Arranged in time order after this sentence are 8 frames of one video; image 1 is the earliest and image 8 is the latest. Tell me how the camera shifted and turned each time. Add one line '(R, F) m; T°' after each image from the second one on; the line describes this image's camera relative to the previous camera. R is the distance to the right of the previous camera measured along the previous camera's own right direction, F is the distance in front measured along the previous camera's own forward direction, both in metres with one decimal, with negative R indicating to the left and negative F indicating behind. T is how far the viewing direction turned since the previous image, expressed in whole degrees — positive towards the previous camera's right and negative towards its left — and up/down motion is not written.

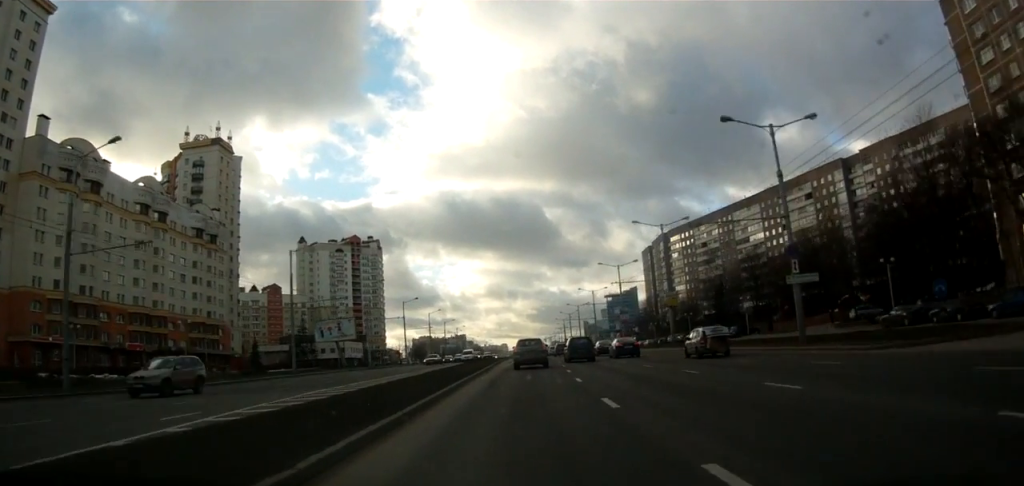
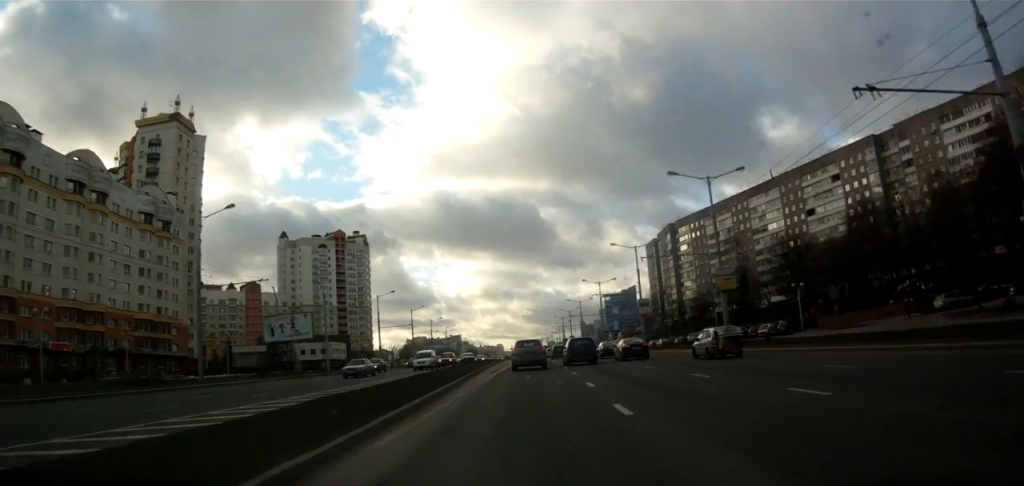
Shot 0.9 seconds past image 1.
(0.0, +17.0) m; +2°
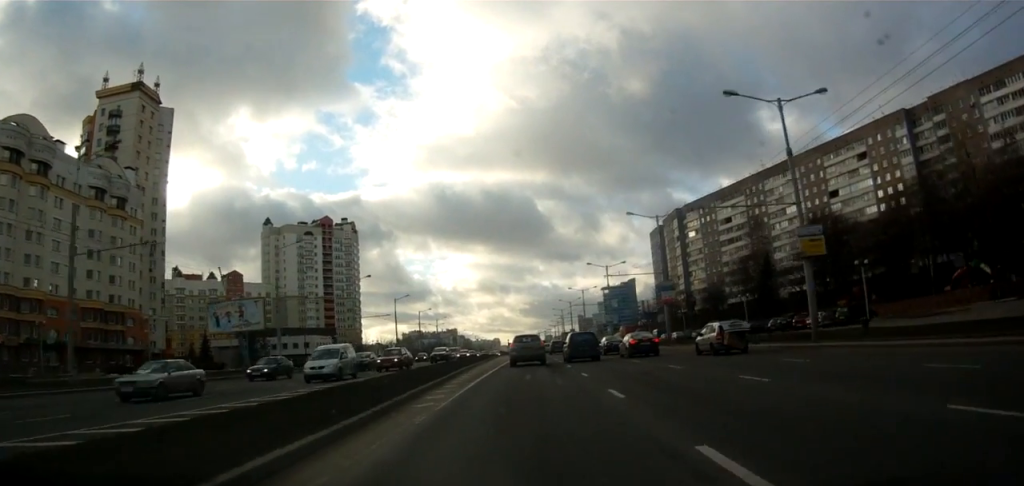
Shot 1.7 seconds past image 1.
(+0.4, +14.0) m; 0°
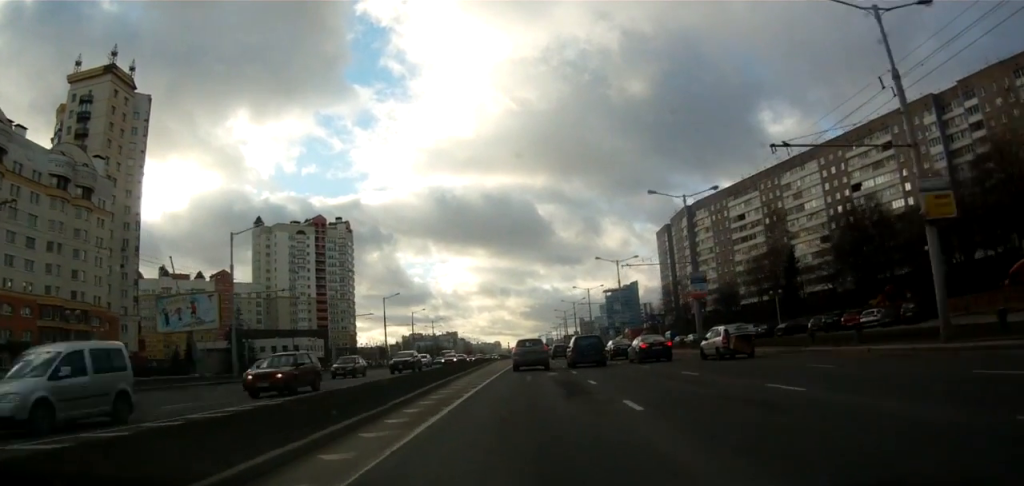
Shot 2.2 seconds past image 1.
(0.0, +9.5) m; 0°
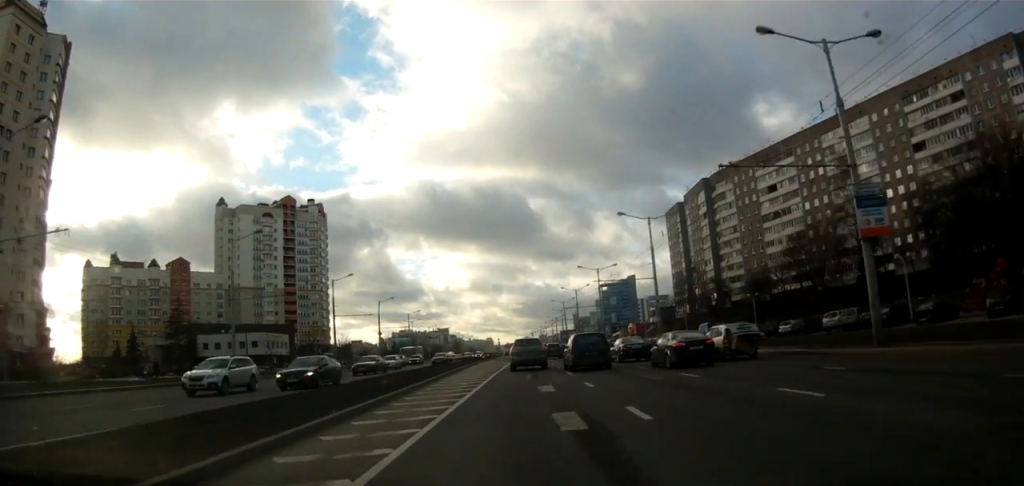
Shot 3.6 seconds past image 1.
(0.0, +25.4) m; +1°
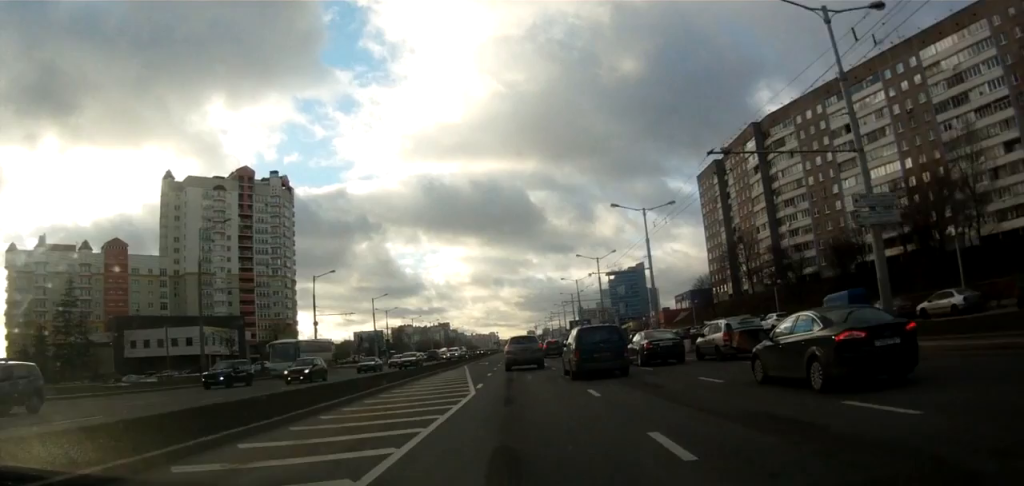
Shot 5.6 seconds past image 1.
(-0.4, +35.6) m; -1°
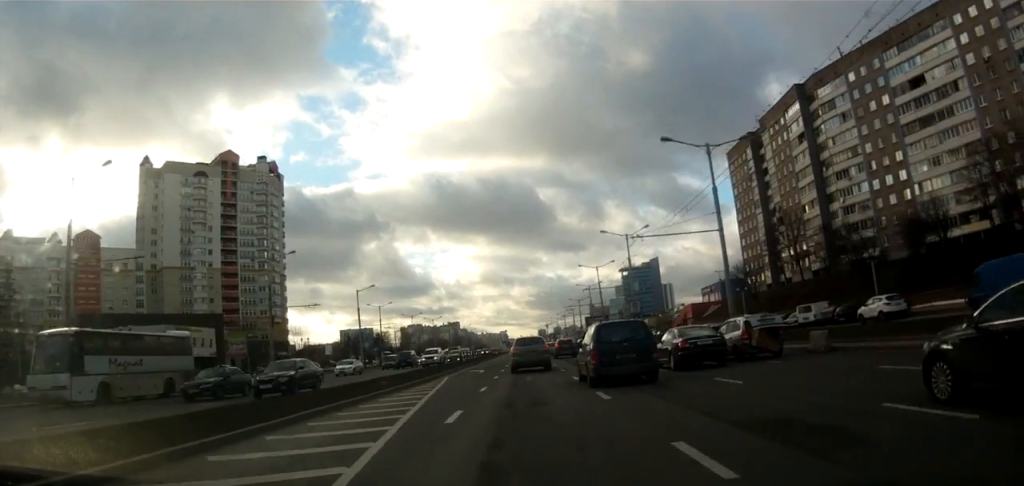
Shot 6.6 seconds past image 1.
(+0.2, +16.8) m; 0°
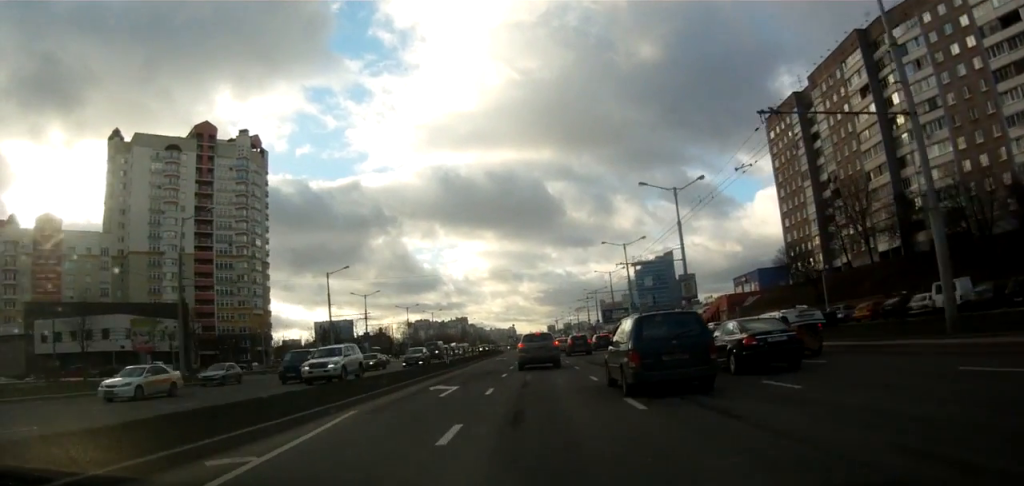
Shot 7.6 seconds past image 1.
(-0.2, +18.6) m; -1°
